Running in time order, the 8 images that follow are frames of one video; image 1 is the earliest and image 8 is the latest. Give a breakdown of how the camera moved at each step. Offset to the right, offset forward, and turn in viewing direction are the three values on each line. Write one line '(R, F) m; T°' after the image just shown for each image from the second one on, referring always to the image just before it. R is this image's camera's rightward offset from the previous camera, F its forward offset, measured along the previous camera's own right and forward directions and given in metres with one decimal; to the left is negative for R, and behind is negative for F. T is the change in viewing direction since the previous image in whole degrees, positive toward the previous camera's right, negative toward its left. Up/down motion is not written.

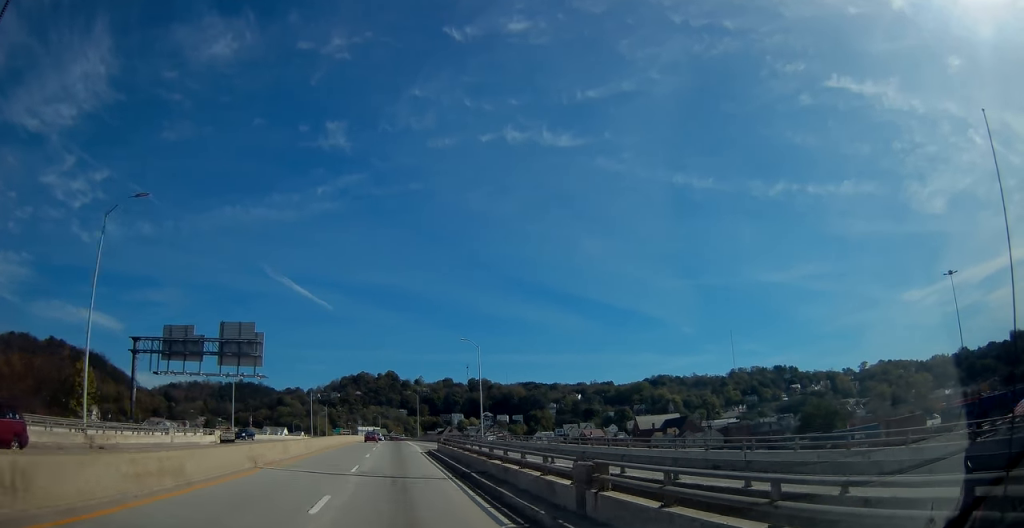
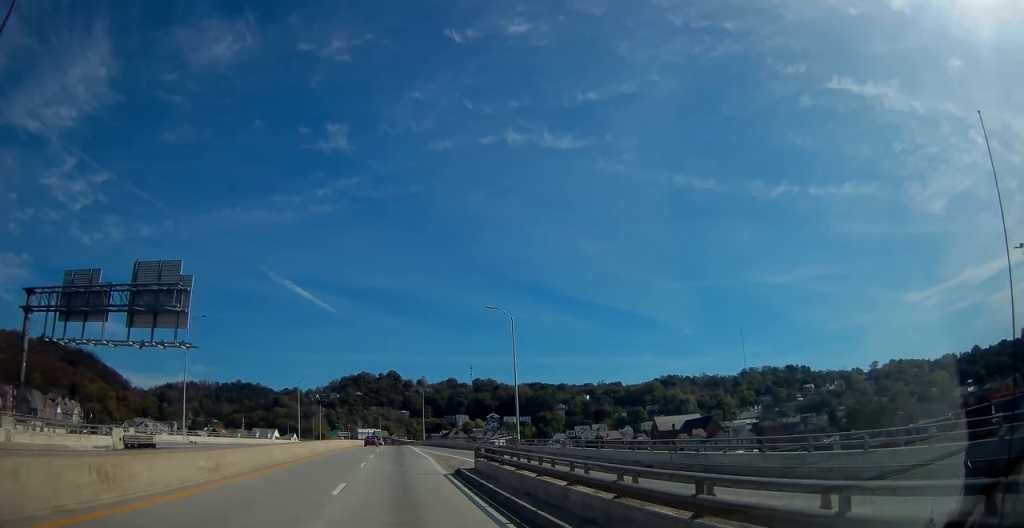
(+0.1, +20.0) m; 0°
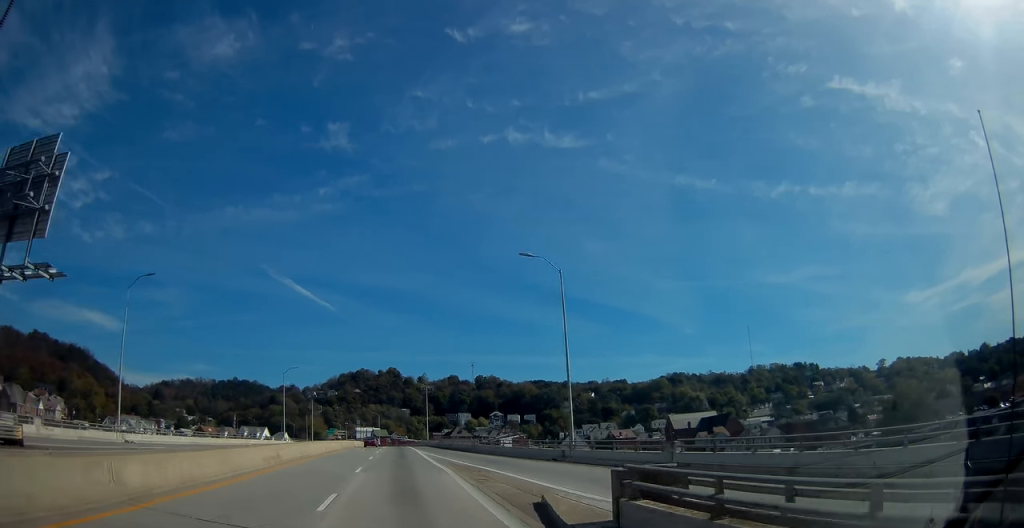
(0.0, +15.8) m; 0°
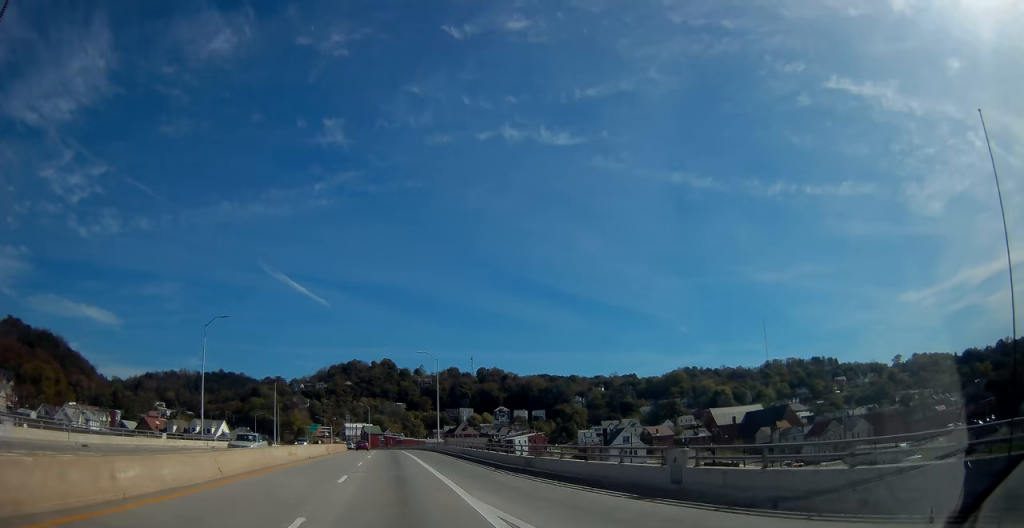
(0.0, +41.2) m; 0°
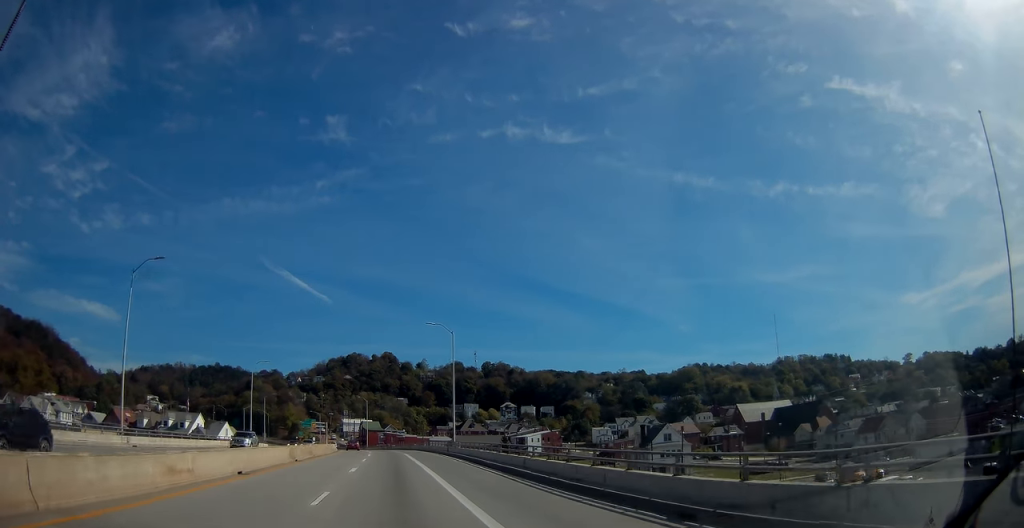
(0.0, +18.8) m; 0°
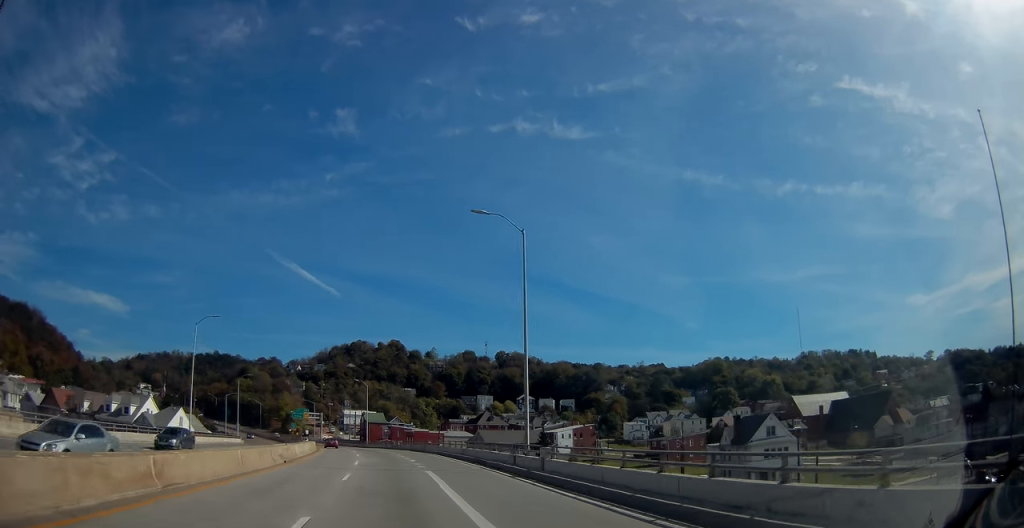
(0.0, +29.6) m; 0°
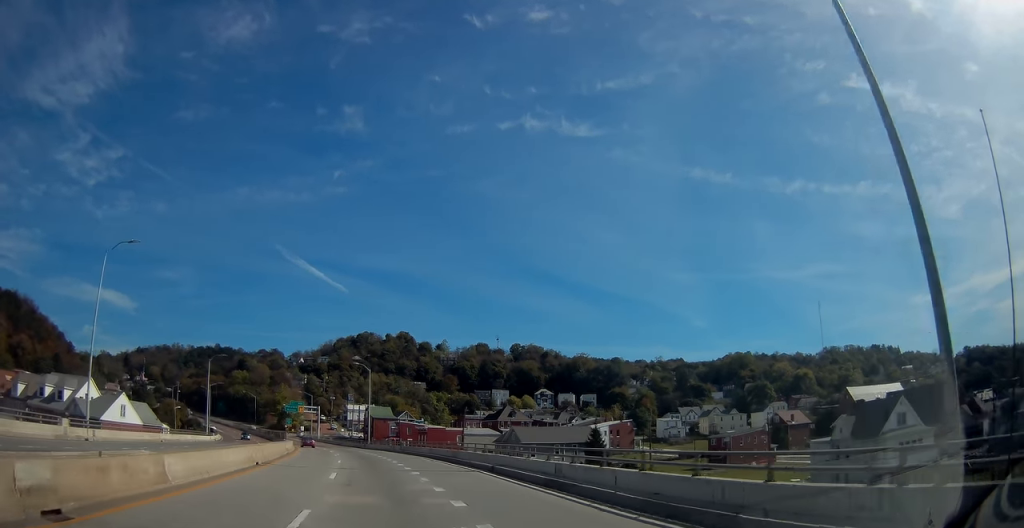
(-0.2, +23.3) m; -2°
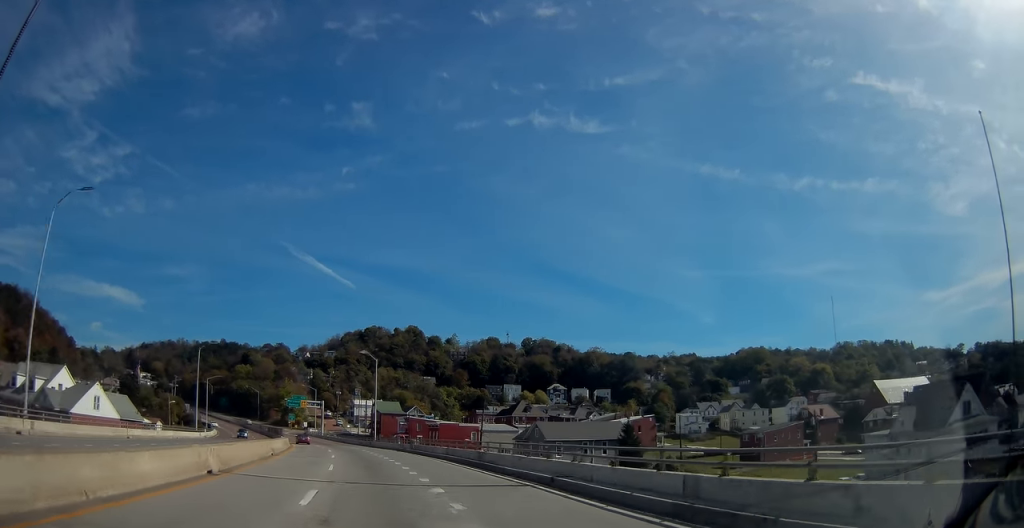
(0.0, +8.6) m; -1°
